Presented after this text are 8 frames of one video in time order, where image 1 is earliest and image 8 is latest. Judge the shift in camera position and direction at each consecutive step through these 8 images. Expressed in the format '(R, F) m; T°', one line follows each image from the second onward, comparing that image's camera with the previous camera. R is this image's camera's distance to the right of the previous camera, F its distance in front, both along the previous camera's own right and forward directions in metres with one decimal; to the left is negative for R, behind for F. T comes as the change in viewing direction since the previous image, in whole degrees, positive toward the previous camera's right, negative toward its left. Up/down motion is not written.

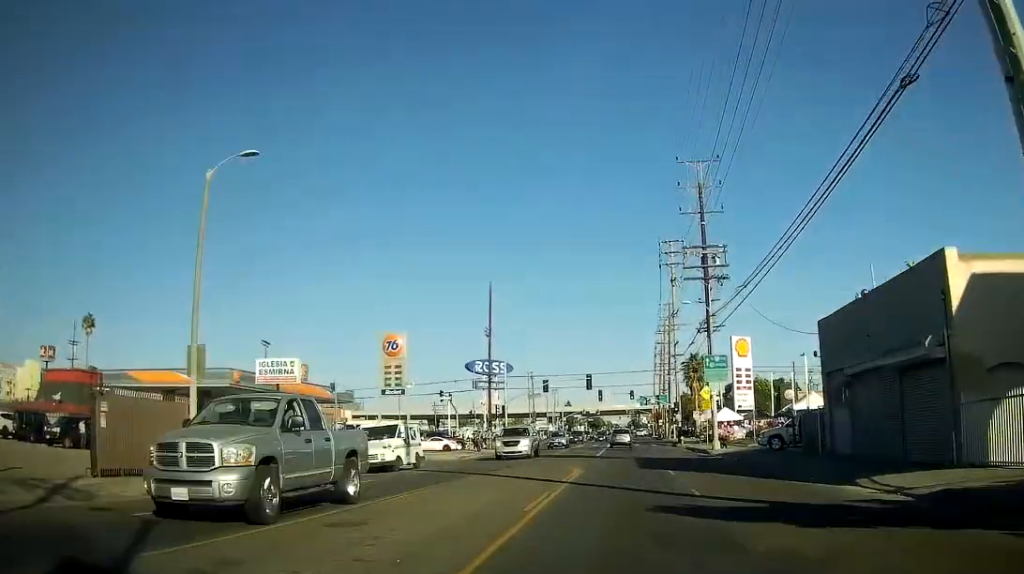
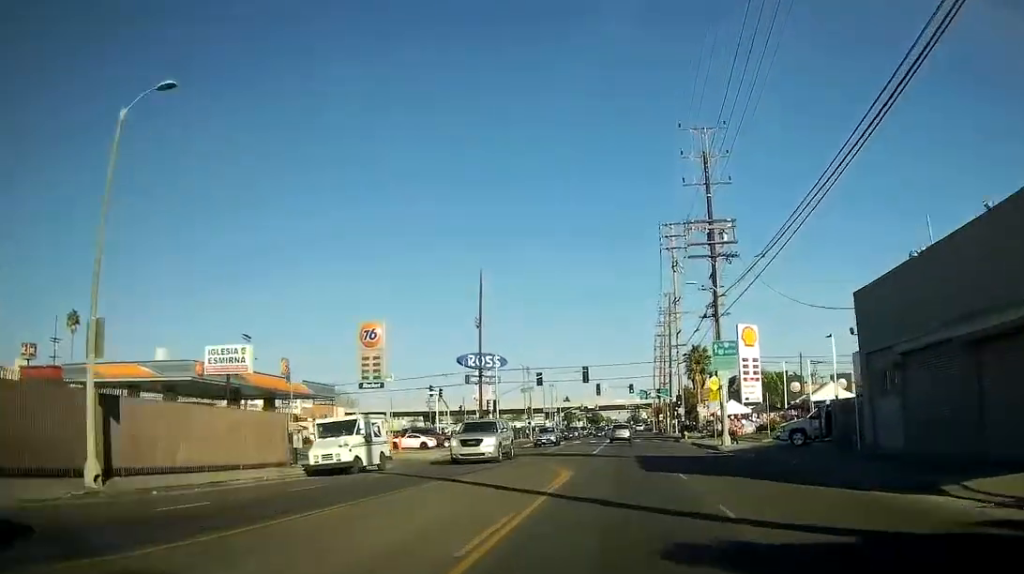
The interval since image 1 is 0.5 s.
(0.0, +5.0) m; 0°
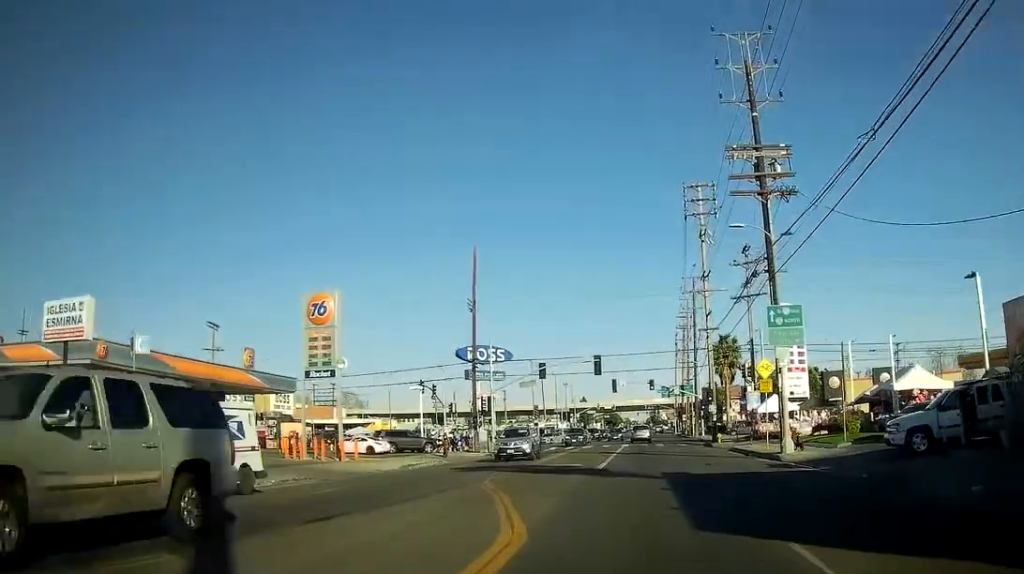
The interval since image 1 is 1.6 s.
(0.0, +12.1) m; -1°
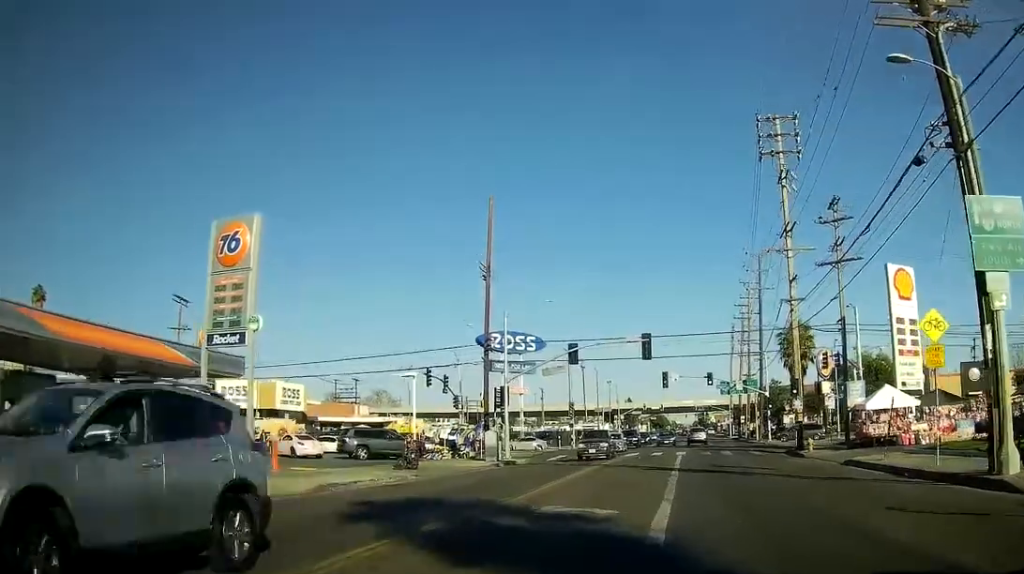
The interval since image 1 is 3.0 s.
(-0.3, +15.7) m; -3°
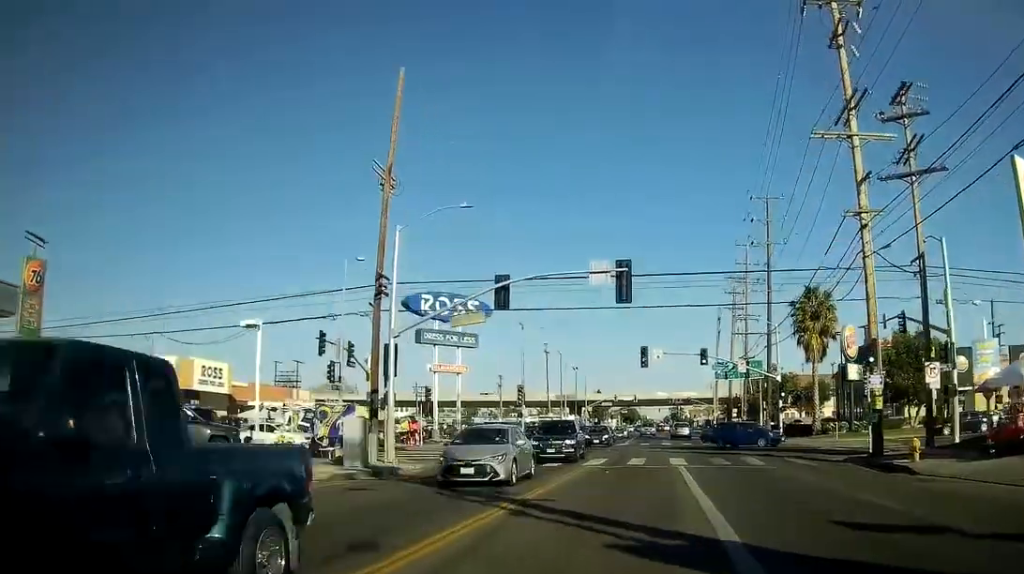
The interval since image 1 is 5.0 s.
(-0.5, +19.5) m; -2°
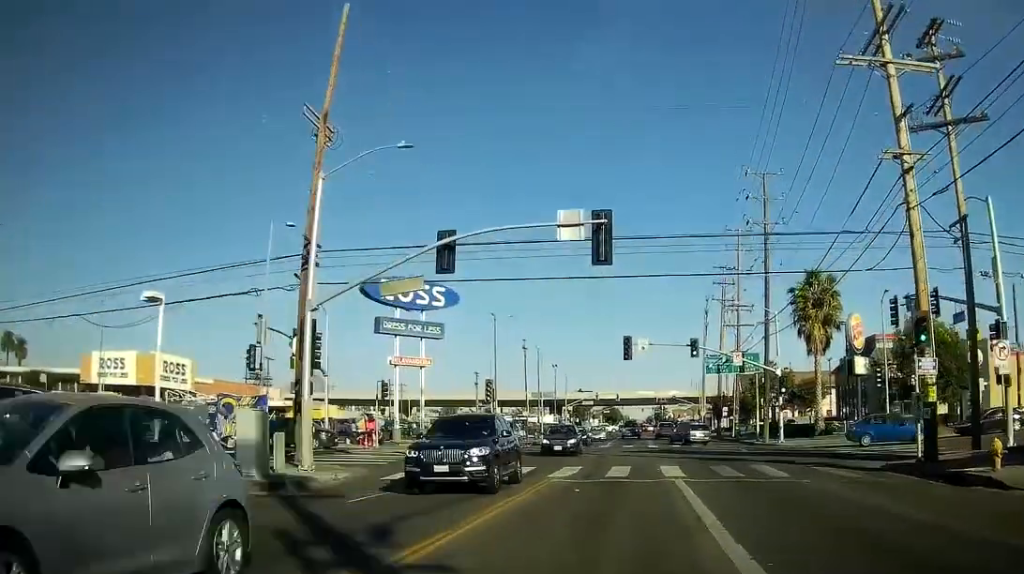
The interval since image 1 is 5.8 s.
(+0.1, +7.3) m; +2°
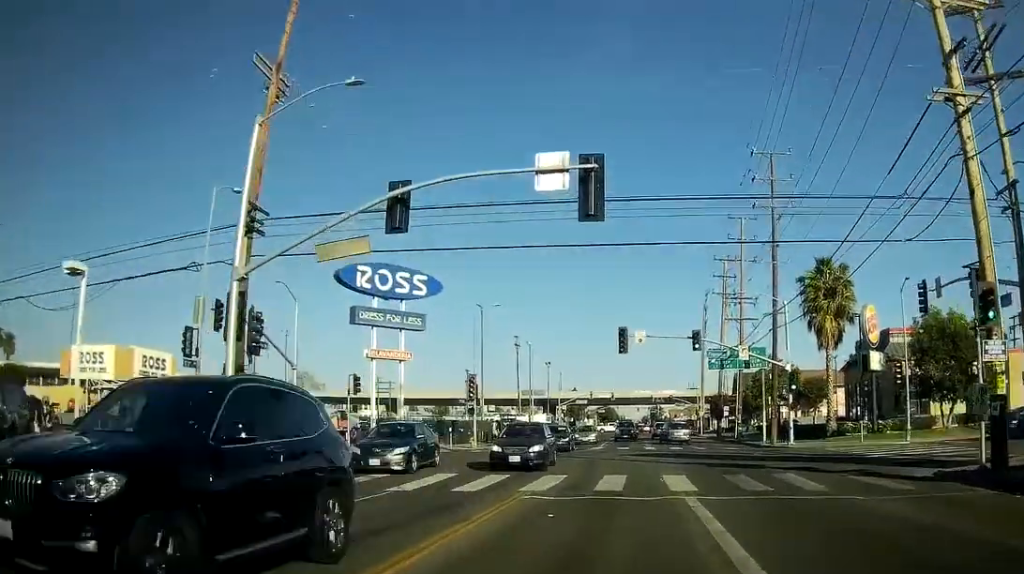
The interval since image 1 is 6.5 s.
(+0.1, +5.4) m; +1°
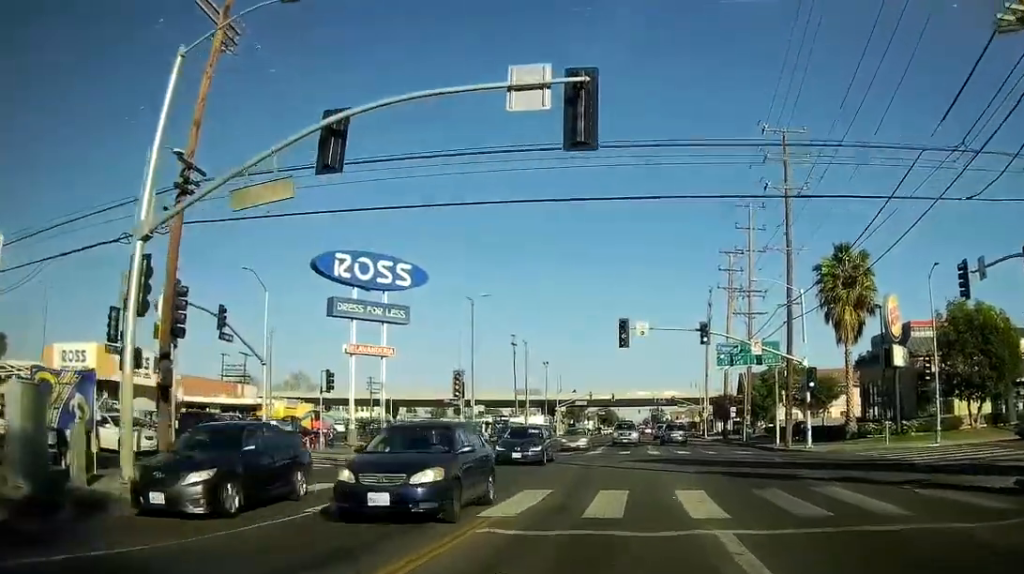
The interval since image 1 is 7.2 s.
(+0.1, +5.6) m; 0°
